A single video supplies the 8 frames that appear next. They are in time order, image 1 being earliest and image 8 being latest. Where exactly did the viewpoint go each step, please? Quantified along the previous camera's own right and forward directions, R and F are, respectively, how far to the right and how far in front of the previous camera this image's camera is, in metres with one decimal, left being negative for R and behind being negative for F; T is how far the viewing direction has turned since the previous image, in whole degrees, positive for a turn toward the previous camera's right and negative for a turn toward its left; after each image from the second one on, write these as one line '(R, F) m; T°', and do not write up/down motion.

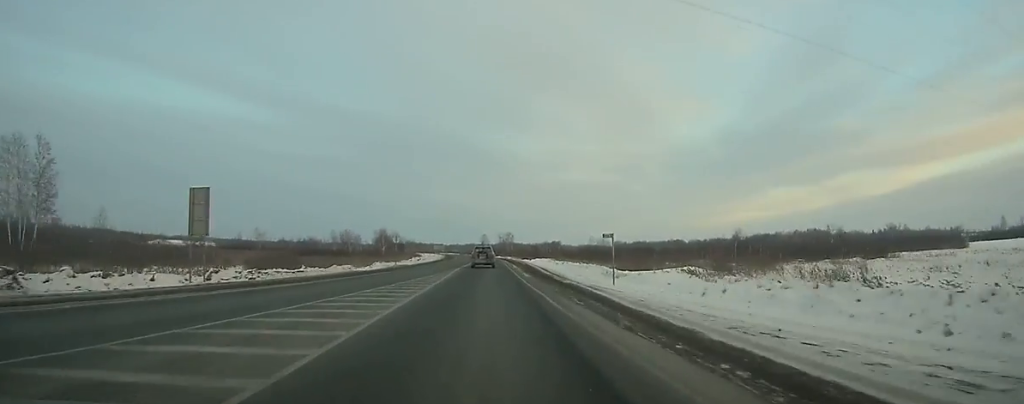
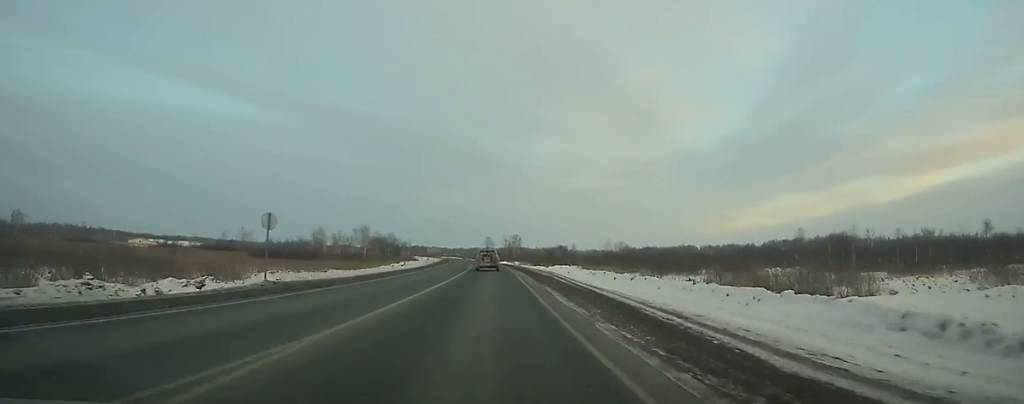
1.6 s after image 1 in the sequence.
(0.0, +35.0) m; -1°
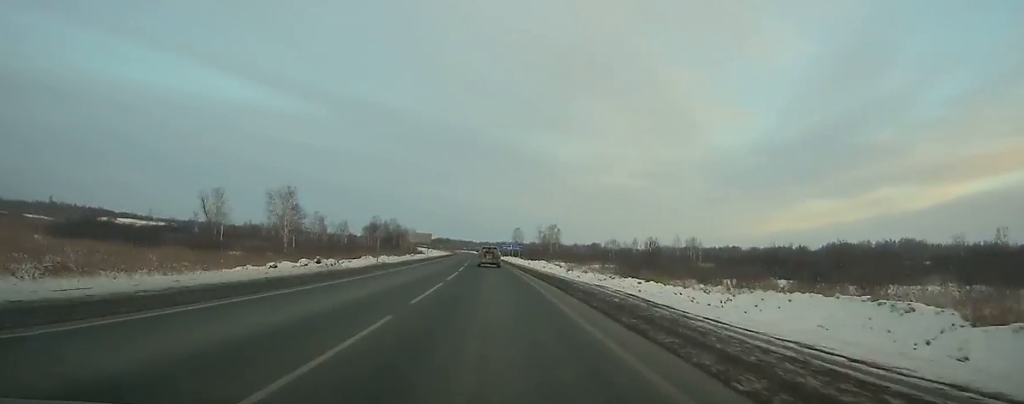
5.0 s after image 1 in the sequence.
(-0.9, +76.3) m; -2°
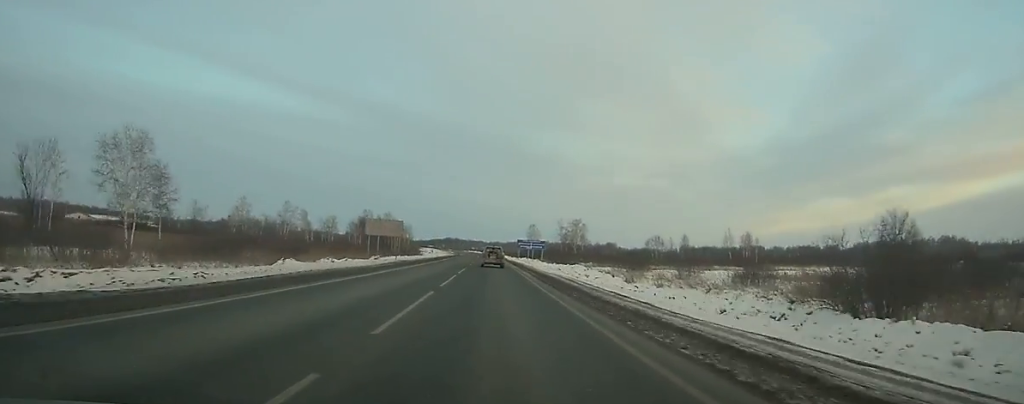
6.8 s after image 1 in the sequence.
(-0.9, +41.8) m; -1°
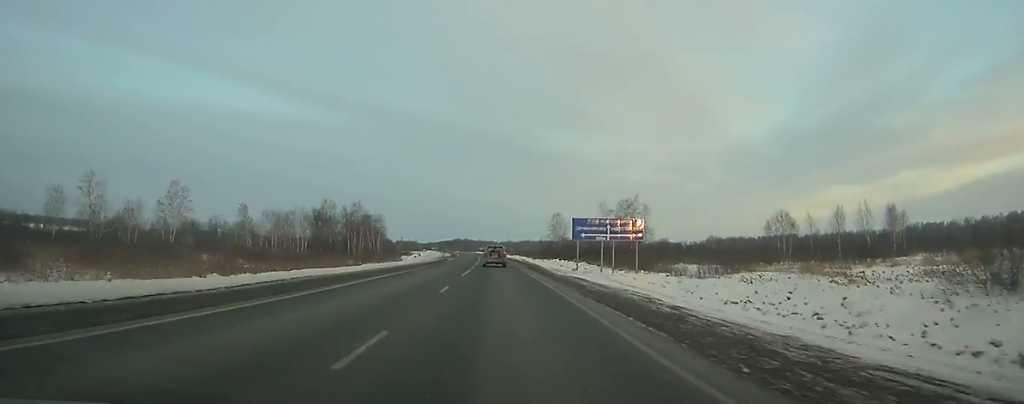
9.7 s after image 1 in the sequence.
(-0.9, +68.2) m; -1°
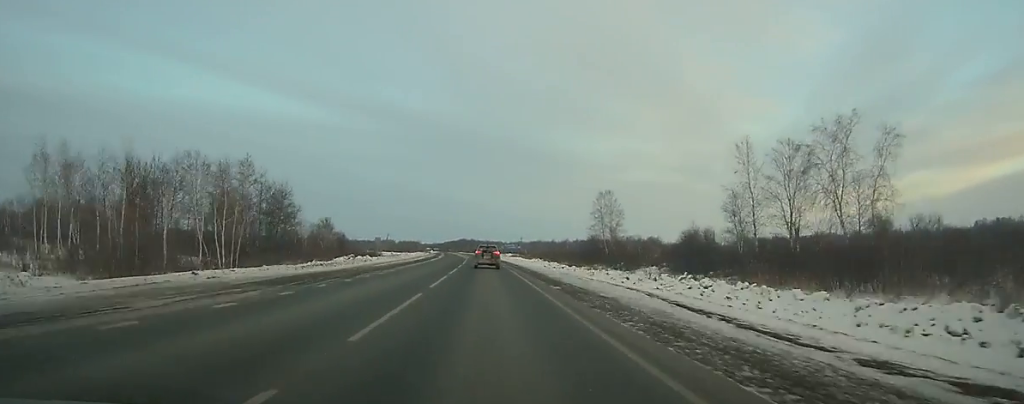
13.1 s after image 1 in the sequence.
(-0.7, +81.0) m; -1°
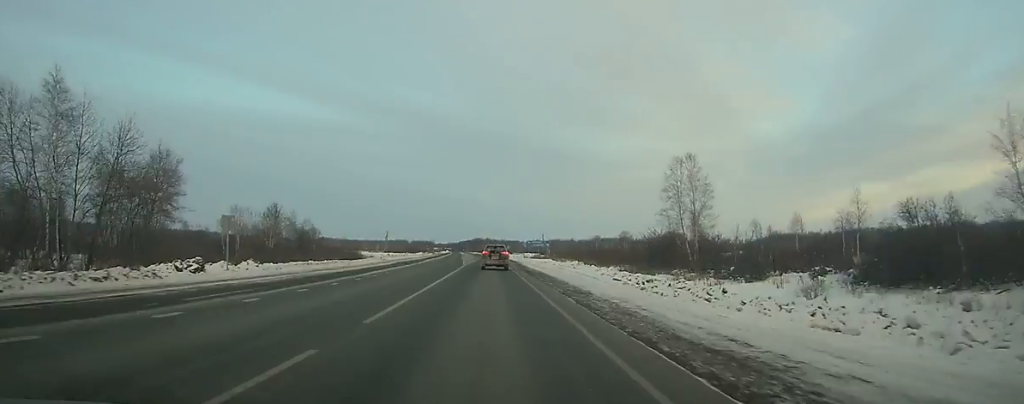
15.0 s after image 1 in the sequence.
(-0.4, +45.3) m; -1°
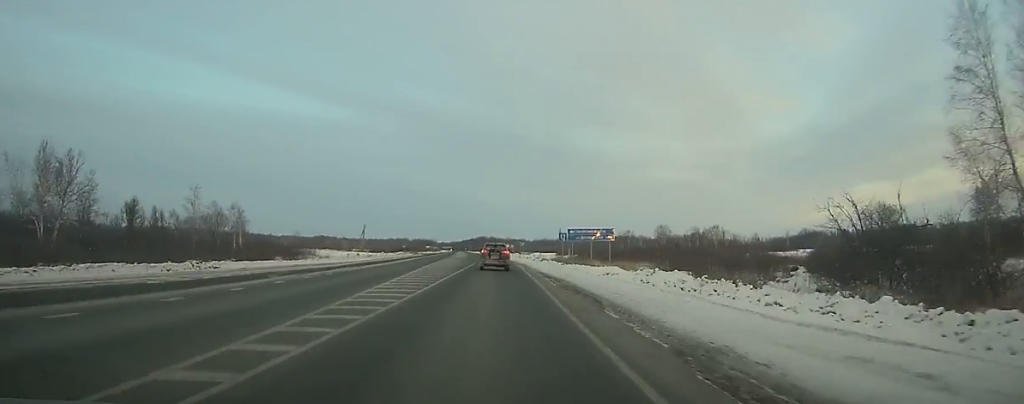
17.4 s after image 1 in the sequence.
(-0.6, +57.0) m; -1°
